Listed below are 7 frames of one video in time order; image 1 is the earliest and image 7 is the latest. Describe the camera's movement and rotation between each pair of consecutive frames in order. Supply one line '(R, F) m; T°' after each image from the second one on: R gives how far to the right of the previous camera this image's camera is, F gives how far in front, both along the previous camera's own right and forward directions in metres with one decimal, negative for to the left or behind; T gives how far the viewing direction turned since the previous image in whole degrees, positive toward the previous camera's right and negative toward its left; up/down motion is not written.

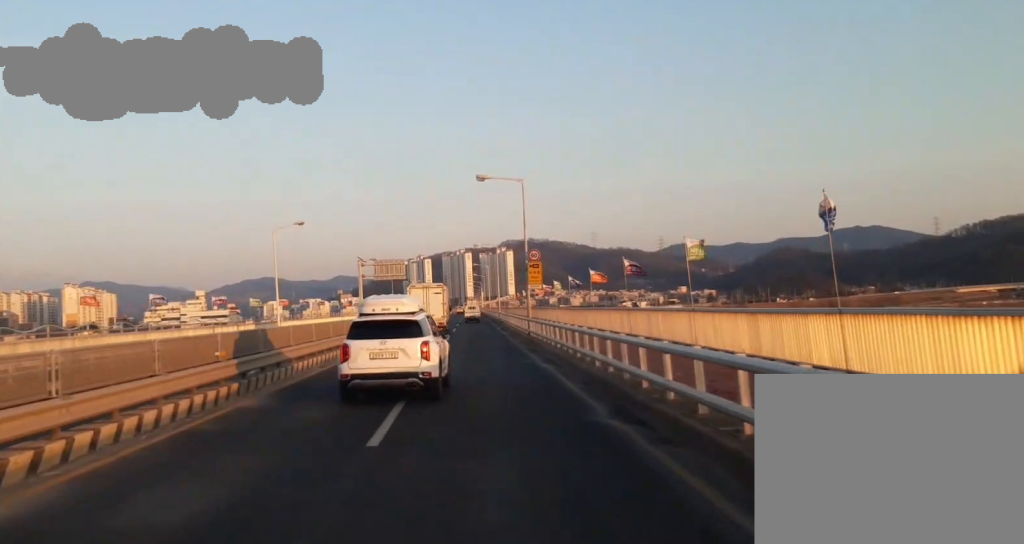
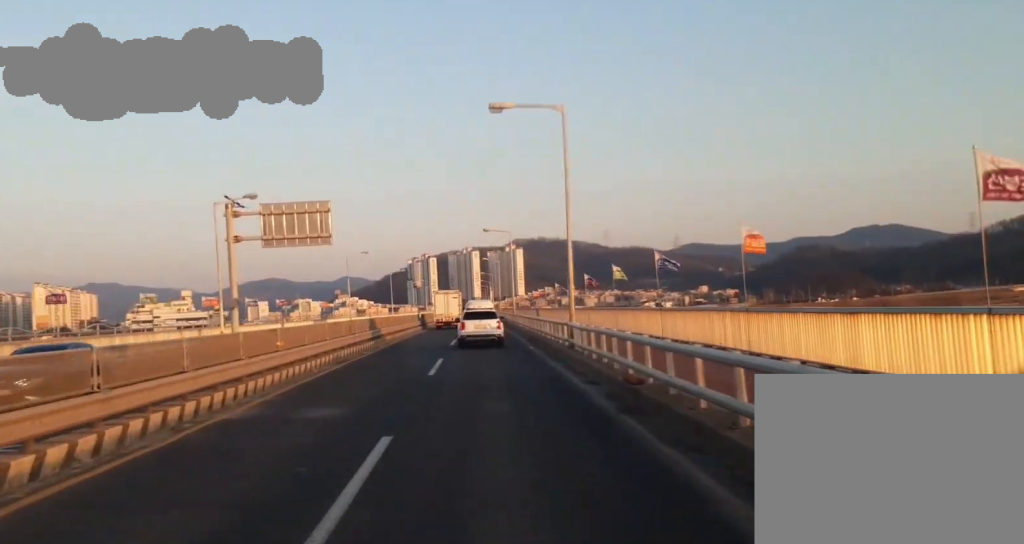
(+1.2, +65.2) m; +3°
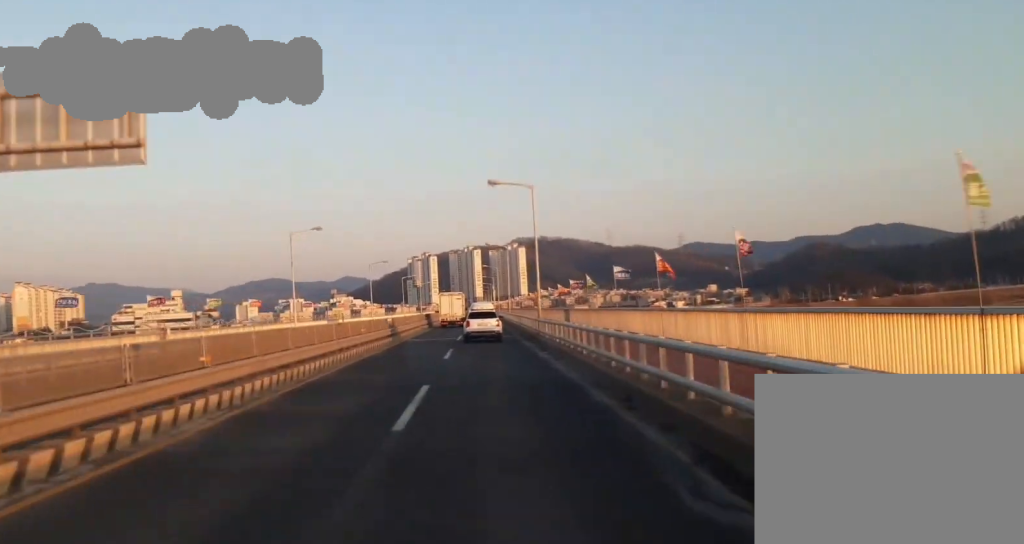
(+0.3, +30.8) m; 0°
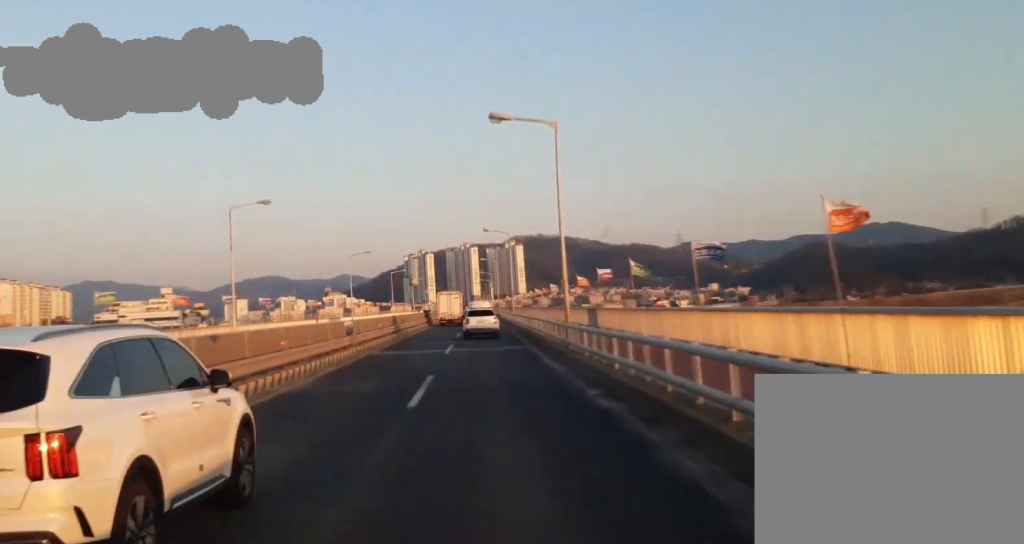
(-0.1, +16.3) m; 0°
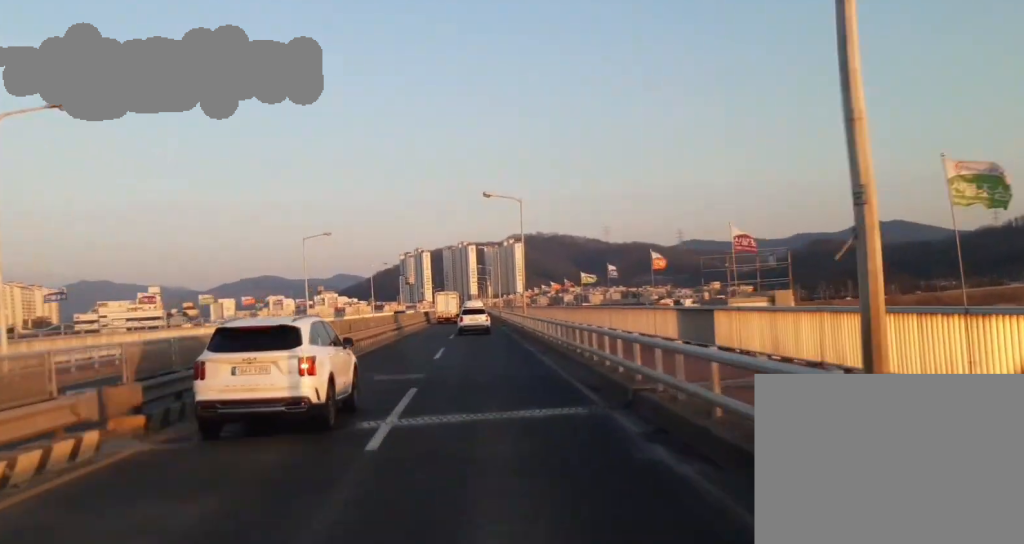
(-0.2, +24.8) m; 0°
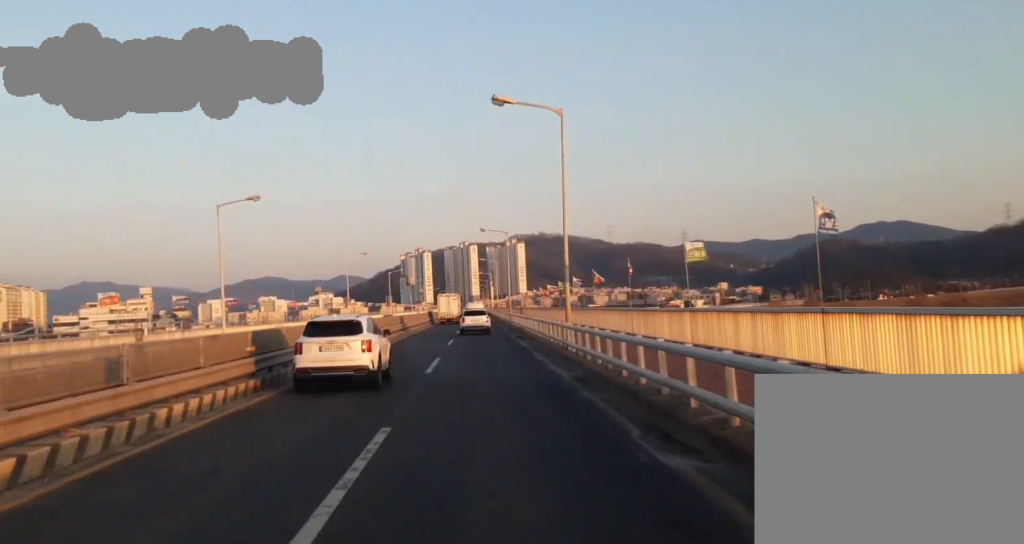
(-0.1, +26.2) m; 0°
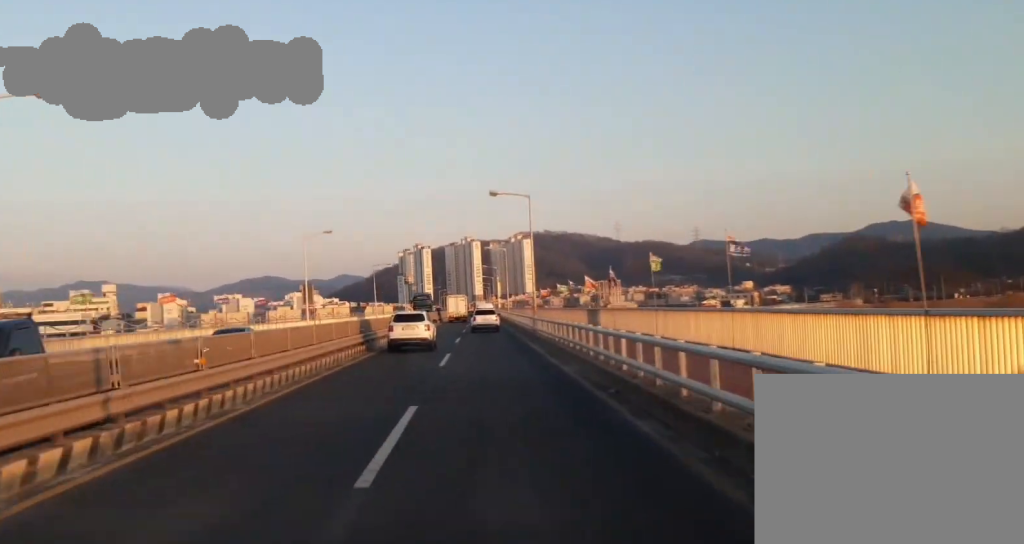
(+0.7, +74.4) m; +1°
